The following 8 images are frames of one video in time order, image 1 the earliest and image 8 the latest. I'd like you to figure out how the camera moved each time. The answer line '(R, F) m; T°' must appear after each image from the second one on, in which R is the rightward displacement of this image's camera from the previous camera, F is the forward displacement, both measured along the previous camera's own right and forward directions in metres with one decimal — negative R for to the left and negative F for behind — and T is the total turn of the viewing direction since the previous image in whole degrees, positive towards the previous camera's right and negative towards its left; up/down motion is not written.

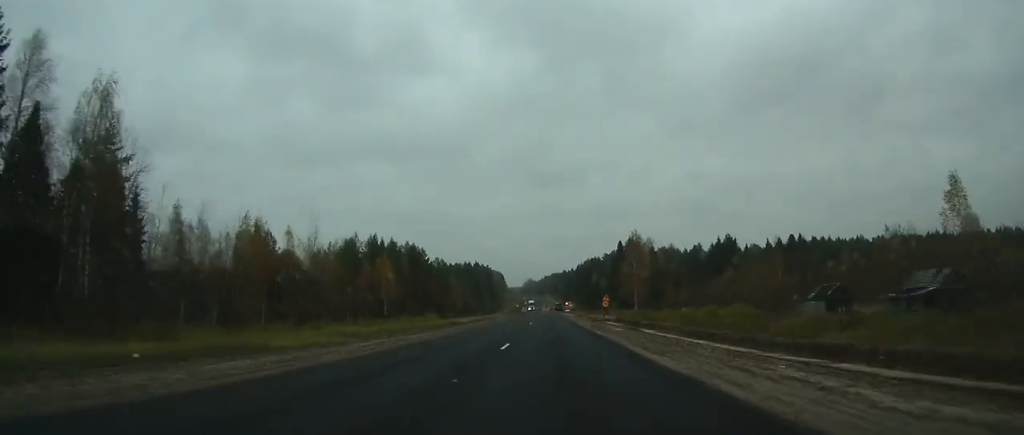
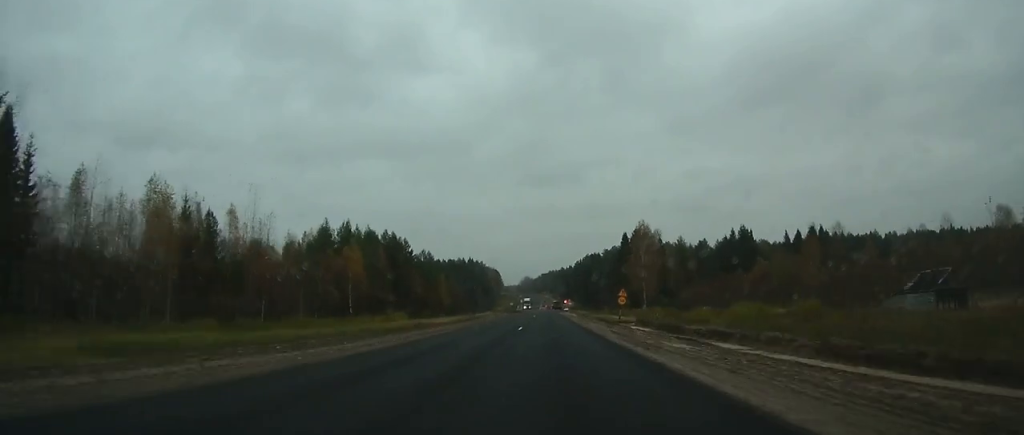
(0.0, +16.3) m; 0°
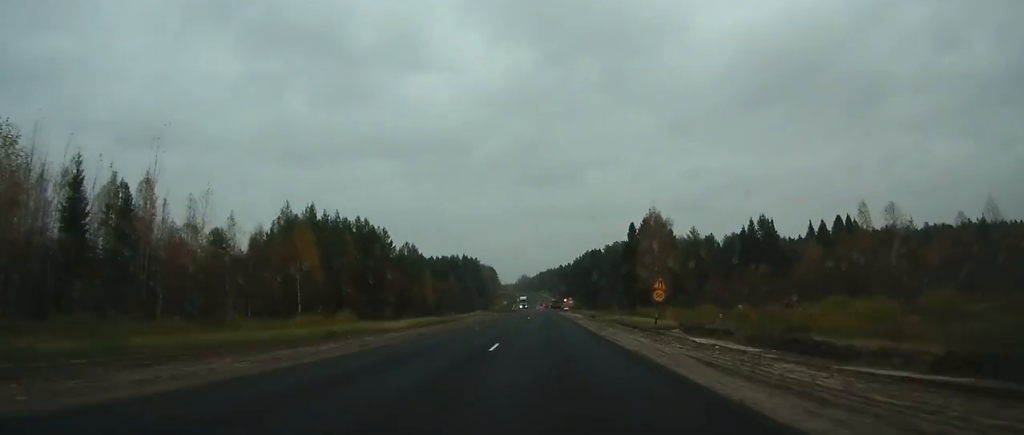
(-0.1, +16.8) m; 0°
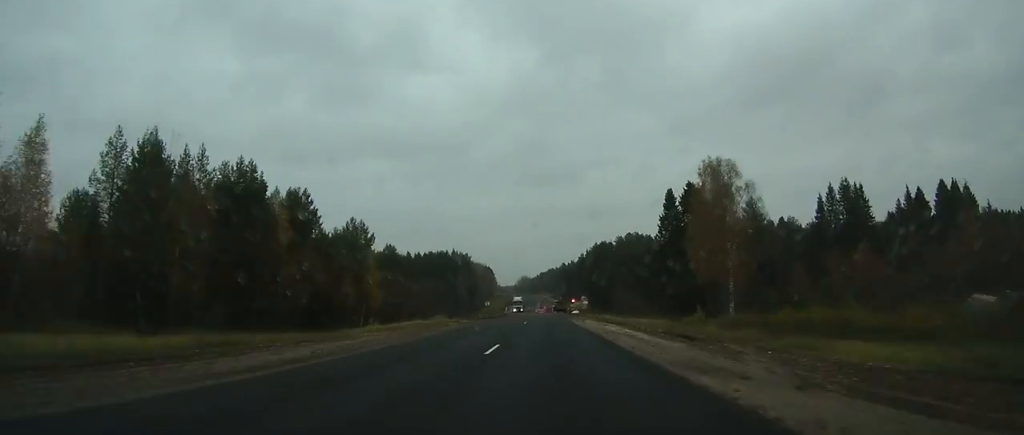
(0.0, +41.2) m; 0°
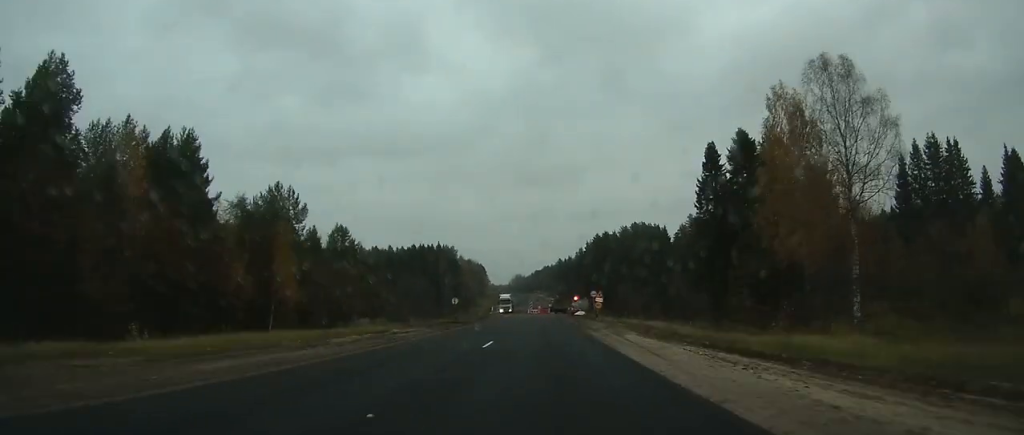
(+0.1, +26.4) m; 0°
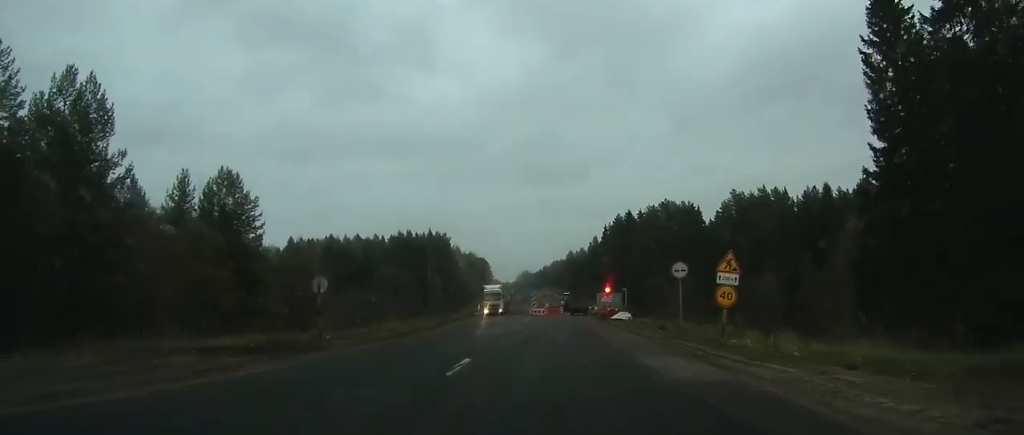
(-0.3, +37.5) m; -1°
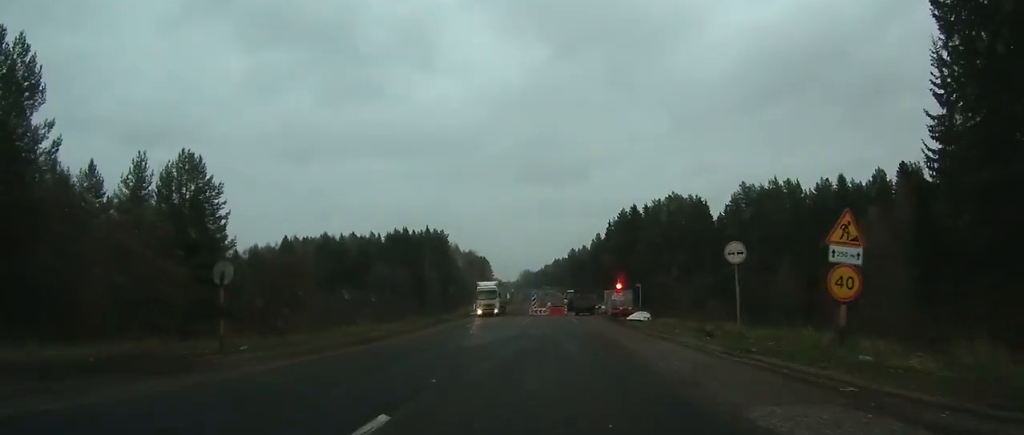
(-0.1, +7.9) m; -1°
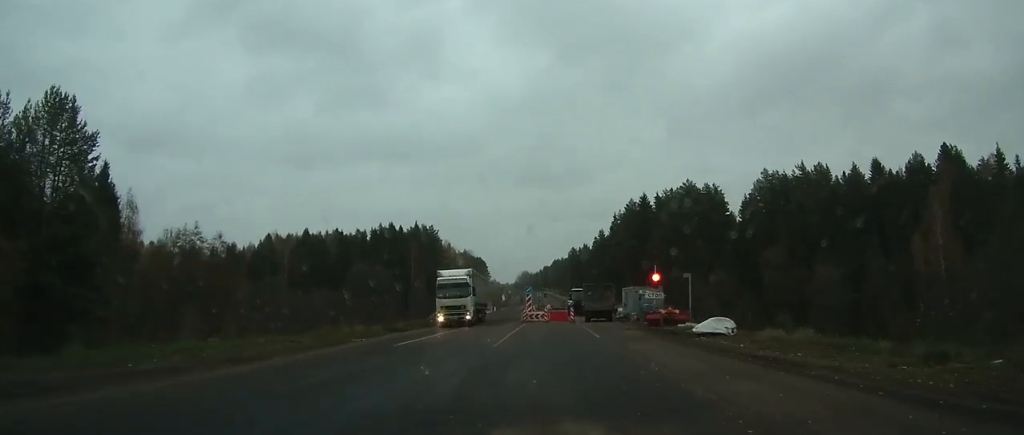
(-0.1, +18.6) m; 0°
